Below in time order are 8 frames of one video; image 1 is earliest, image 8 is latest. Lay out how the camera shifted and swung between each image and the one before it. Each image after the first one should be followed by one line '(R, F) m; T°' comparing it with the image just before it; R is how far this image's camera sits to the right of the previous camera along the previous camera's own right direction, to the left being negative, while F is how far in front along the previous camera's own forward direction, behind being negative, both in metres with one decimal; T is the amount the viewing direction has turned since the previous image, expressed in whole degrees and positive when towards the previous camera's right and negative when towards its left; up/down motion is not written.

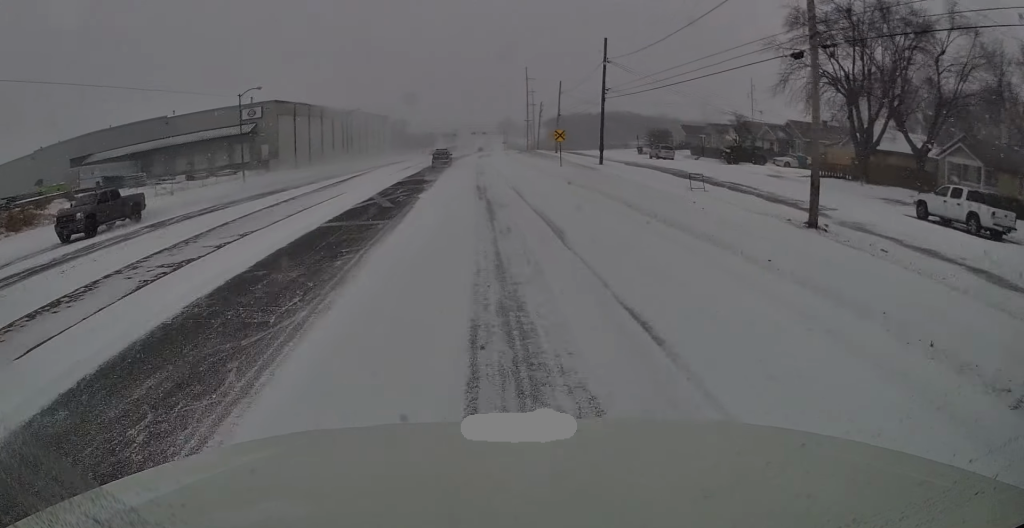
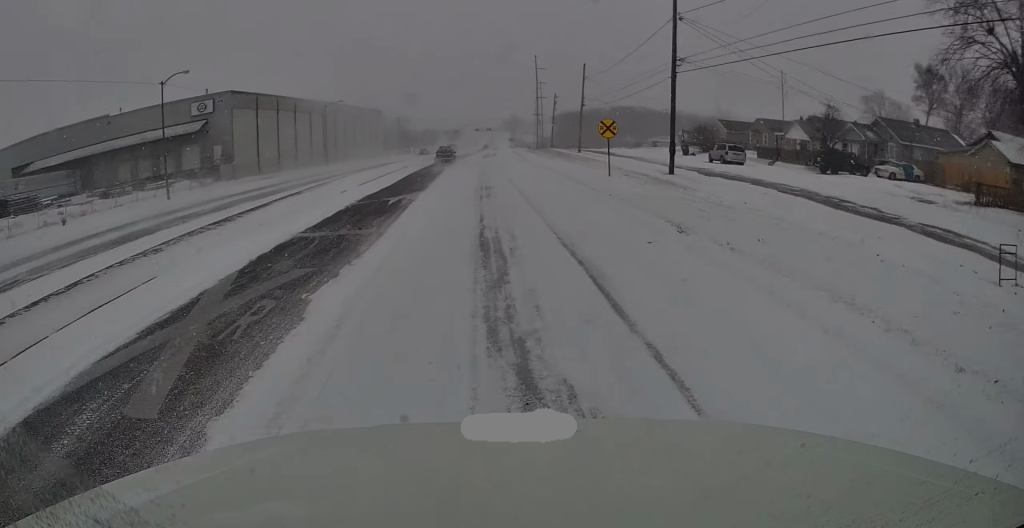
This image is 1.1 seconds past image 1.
(0.0, +16.5) m; -2°
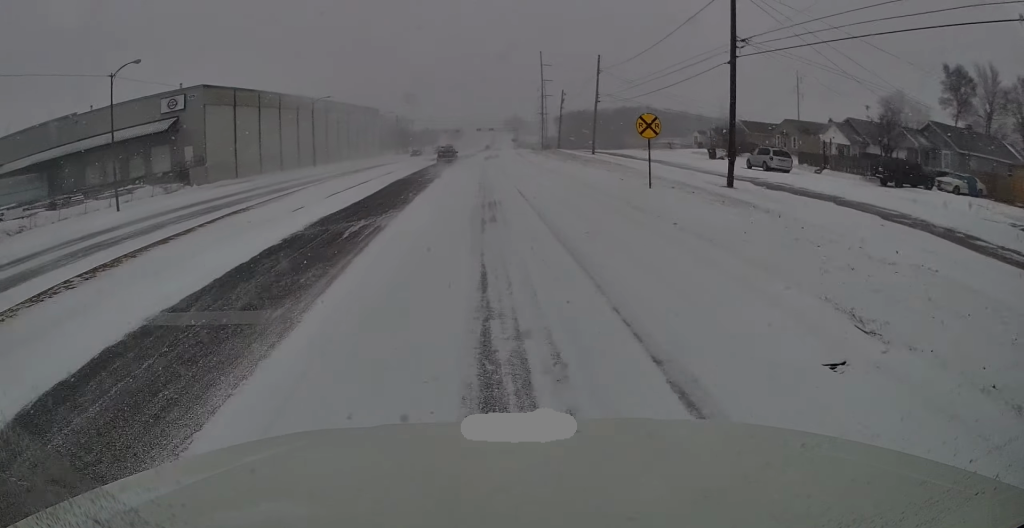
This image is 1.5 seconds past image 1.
(-0.2, +7.3) m; 0°
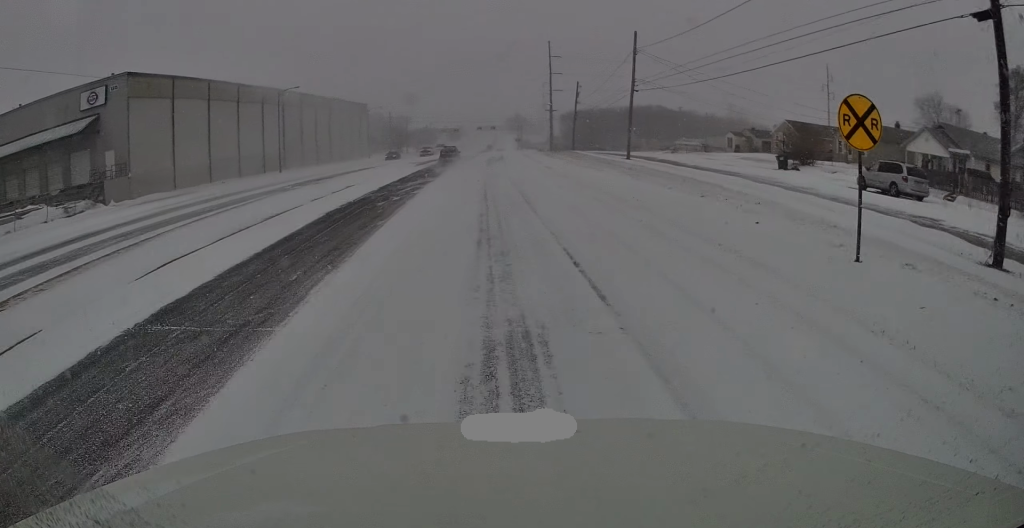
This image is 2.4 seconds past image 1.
(-0.1, +14.1) m; 0°
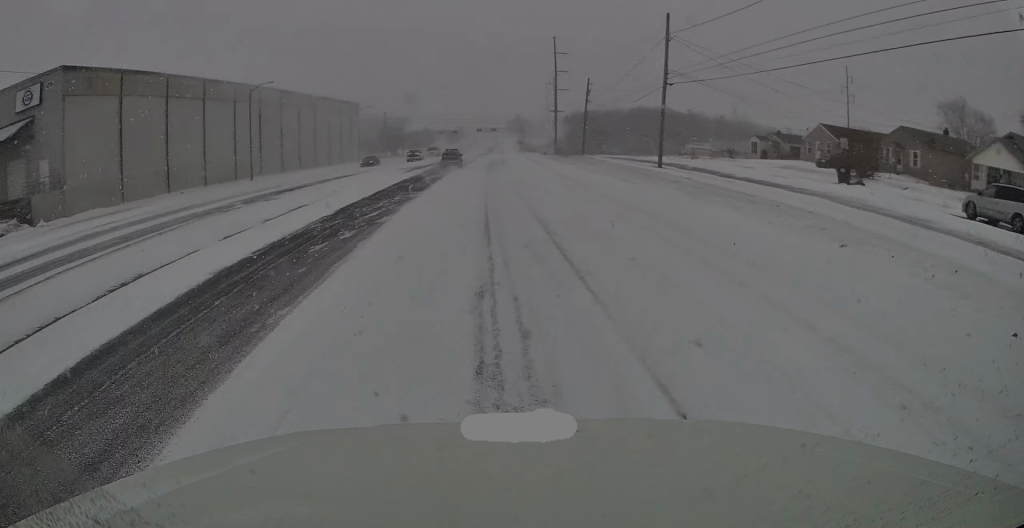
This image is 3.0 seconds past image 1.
(+0.2, +8.3) m; +1°
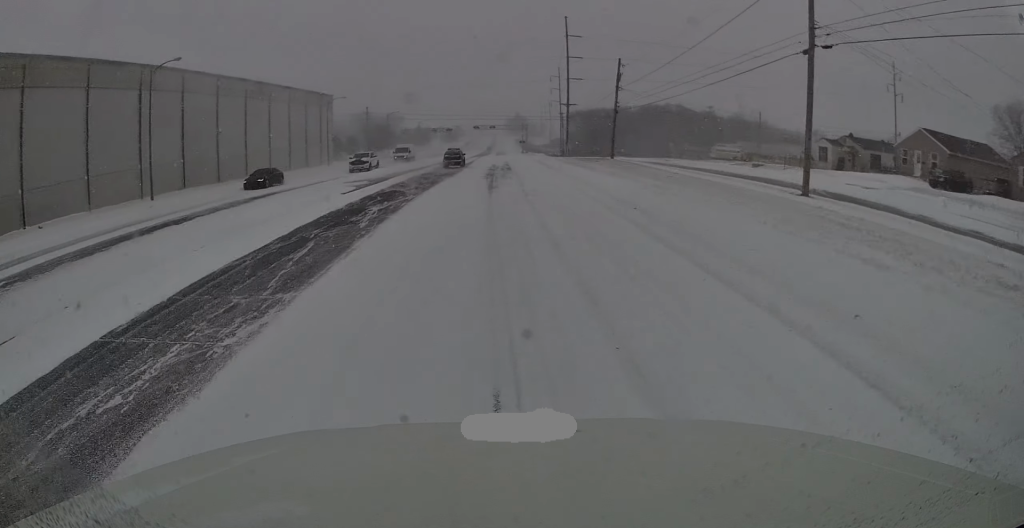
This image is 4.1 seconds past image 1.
(+0.1, +18.4) m; -1°
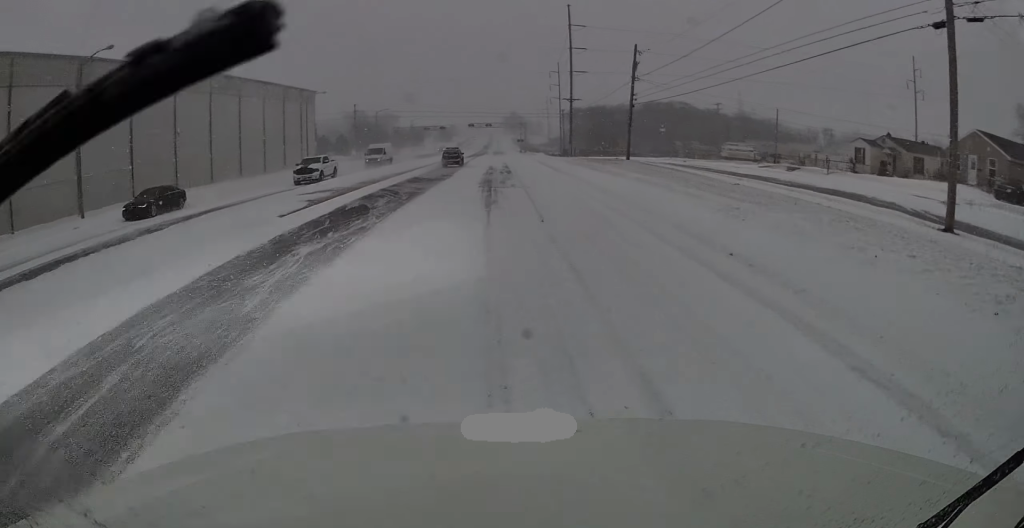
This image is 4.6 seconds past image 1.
(-0.1, +8.0) m; 0°
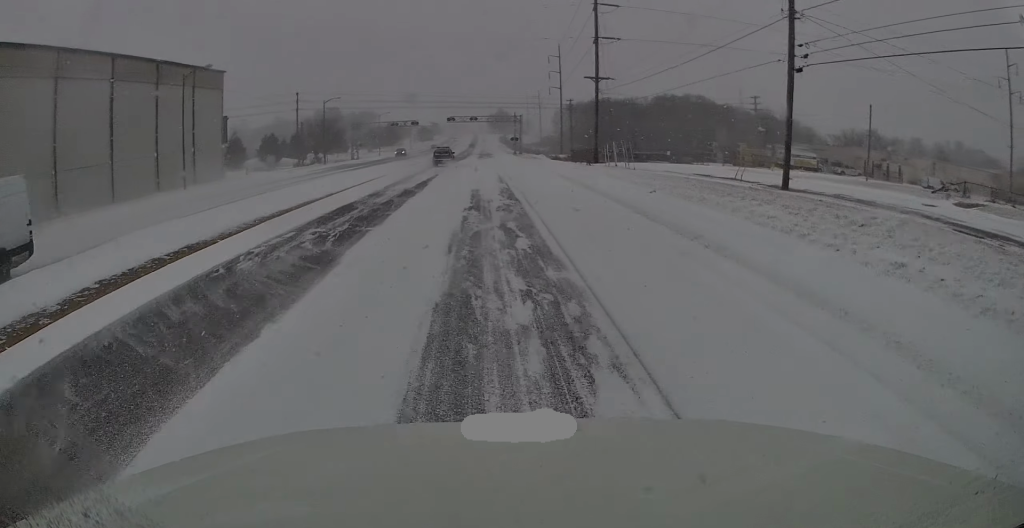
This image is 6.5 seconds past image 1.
(+0.1, +28.8) m; 0°
